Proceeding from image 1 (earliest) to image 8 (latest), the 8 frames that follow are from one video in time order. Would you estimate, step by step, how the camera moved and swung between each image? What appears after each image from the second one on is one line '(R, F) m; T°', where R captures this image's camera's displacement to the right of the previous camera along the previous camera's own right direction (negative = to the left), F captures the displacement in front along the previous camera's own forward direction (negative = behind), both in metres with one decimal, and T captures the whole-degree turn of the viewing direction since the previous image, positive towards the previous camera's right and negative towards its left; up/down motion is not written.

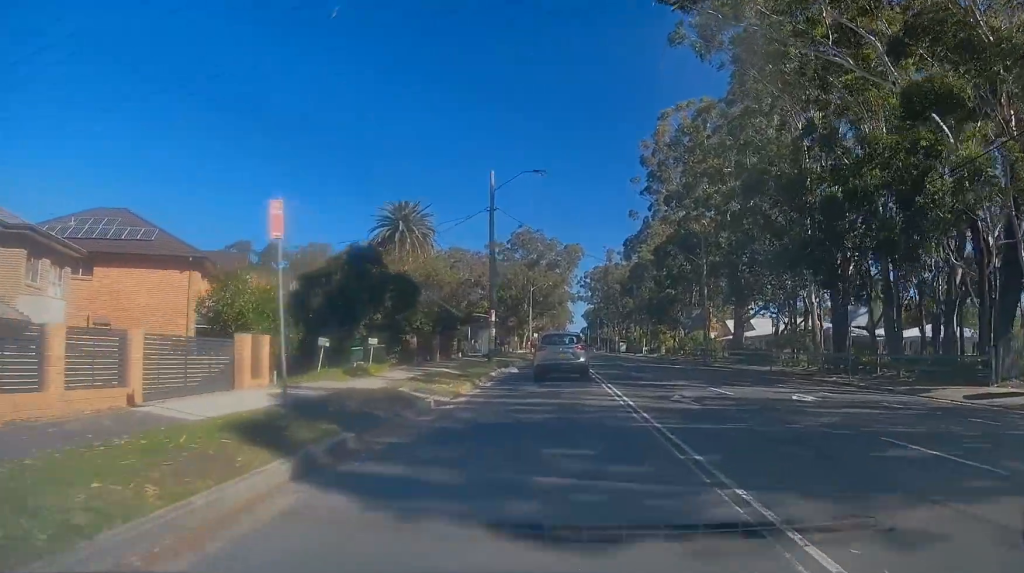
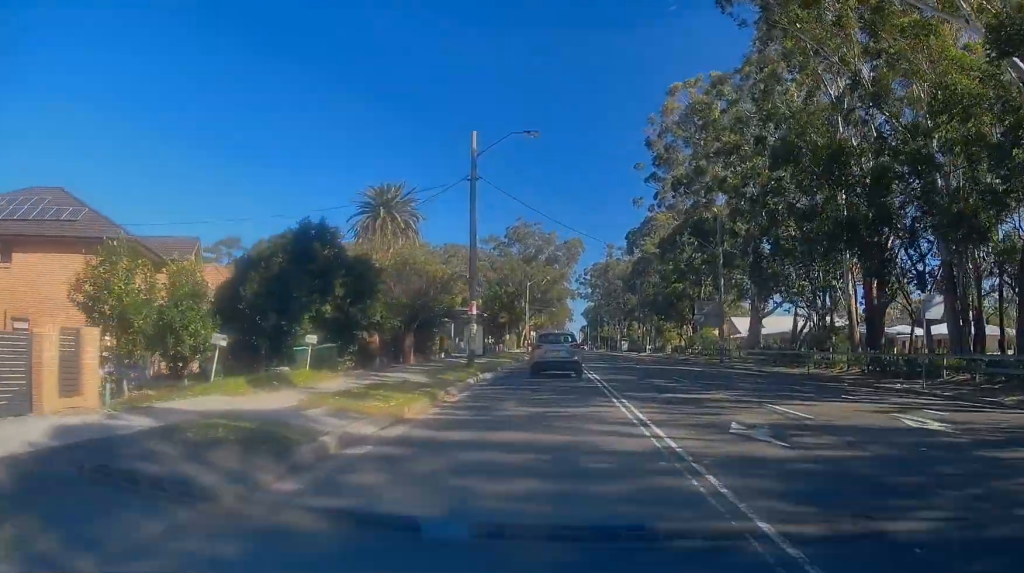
(0.0, +6.2) m; -1°
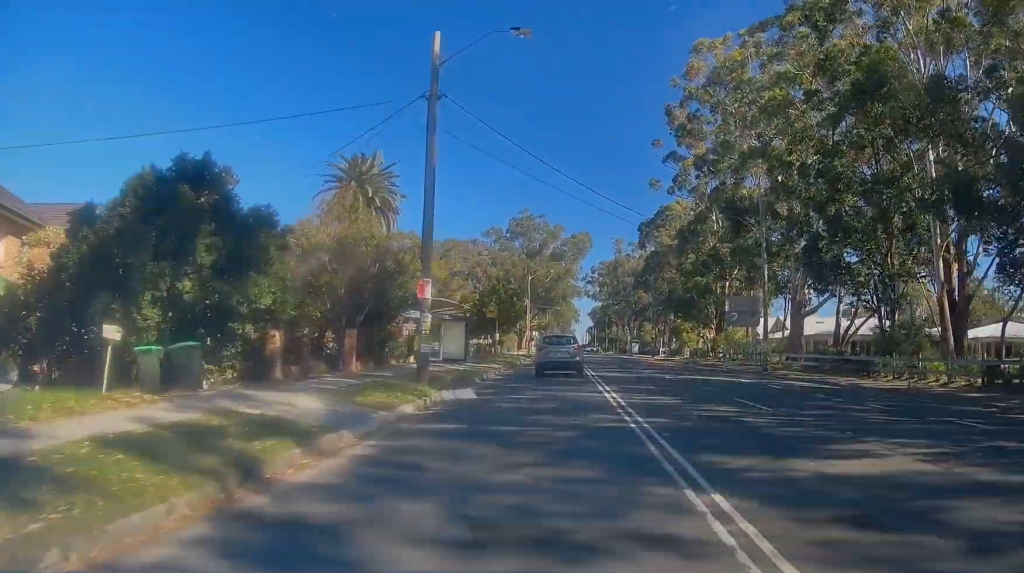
(-0.1, +9.9) m; -1°
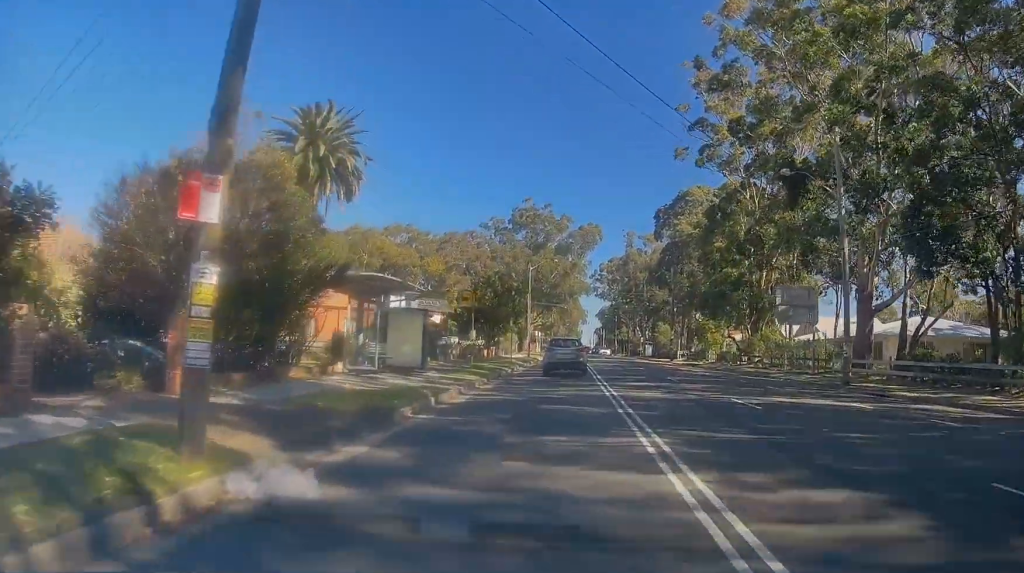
(-0.2, +10.8) m; 0°
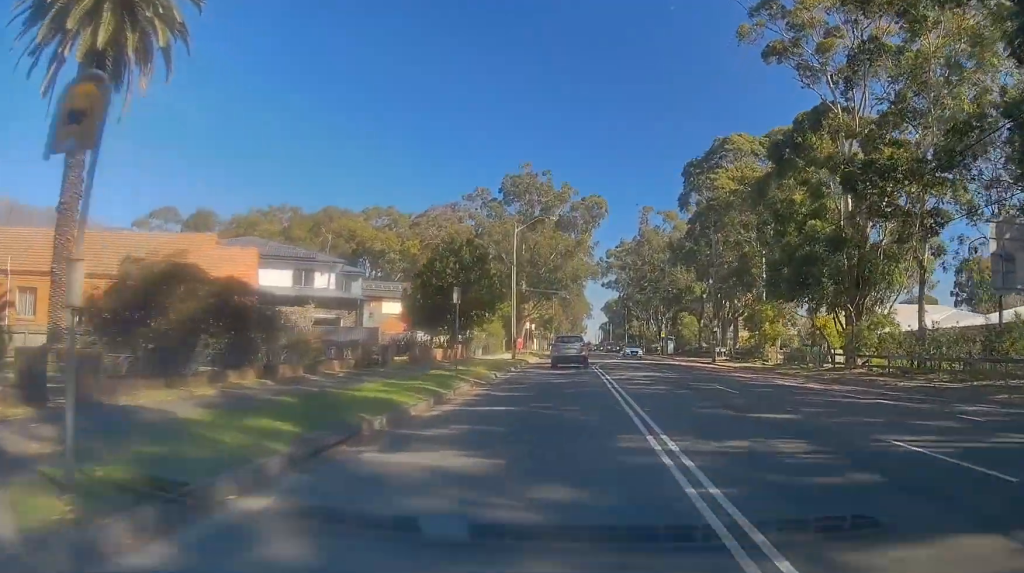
(+0.3, +21.0) m; +1°
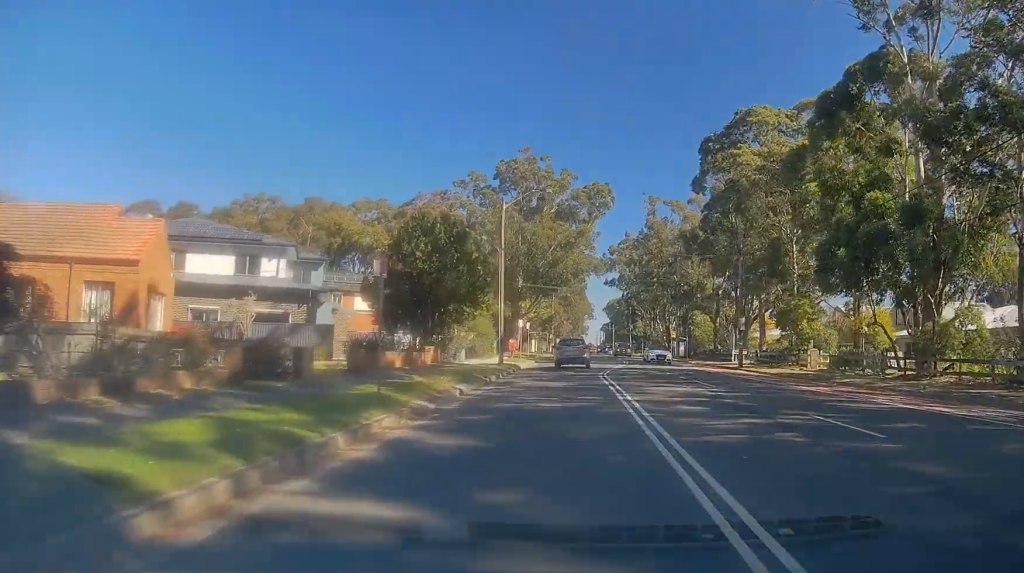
(+0.1, +8.5) m; 0°
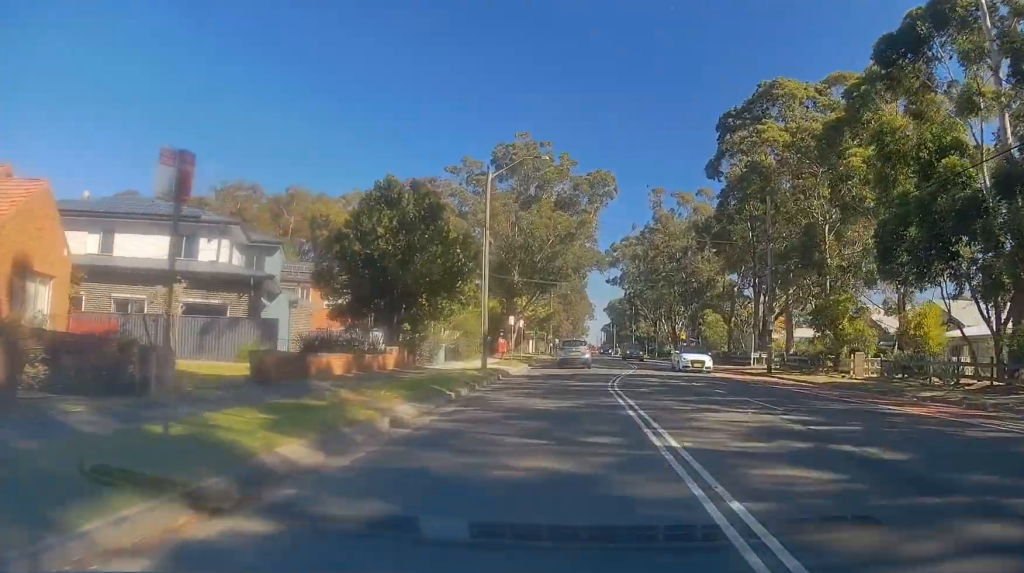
(-0.2, +7.0) m; -1°
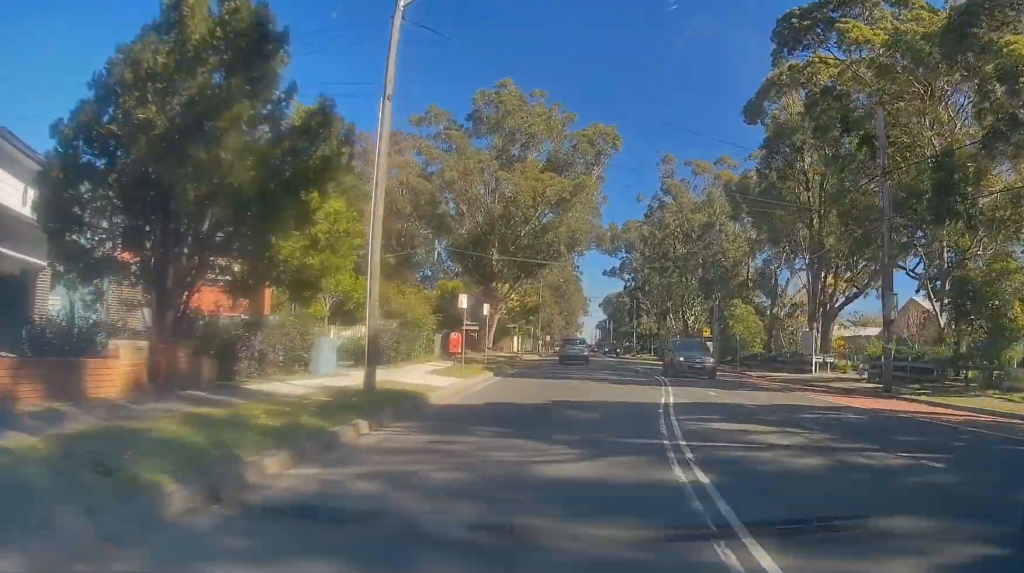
(-0.1, +16.3) m; +1°
